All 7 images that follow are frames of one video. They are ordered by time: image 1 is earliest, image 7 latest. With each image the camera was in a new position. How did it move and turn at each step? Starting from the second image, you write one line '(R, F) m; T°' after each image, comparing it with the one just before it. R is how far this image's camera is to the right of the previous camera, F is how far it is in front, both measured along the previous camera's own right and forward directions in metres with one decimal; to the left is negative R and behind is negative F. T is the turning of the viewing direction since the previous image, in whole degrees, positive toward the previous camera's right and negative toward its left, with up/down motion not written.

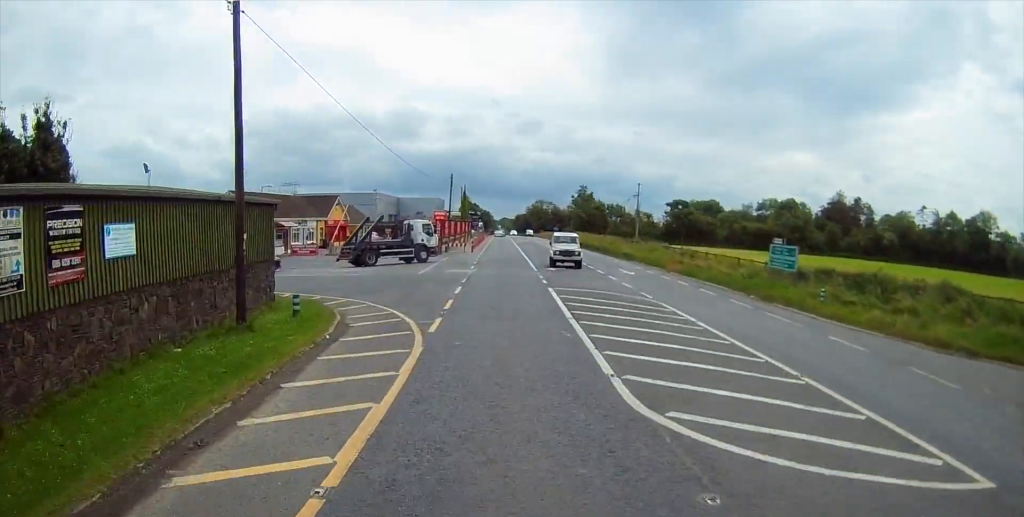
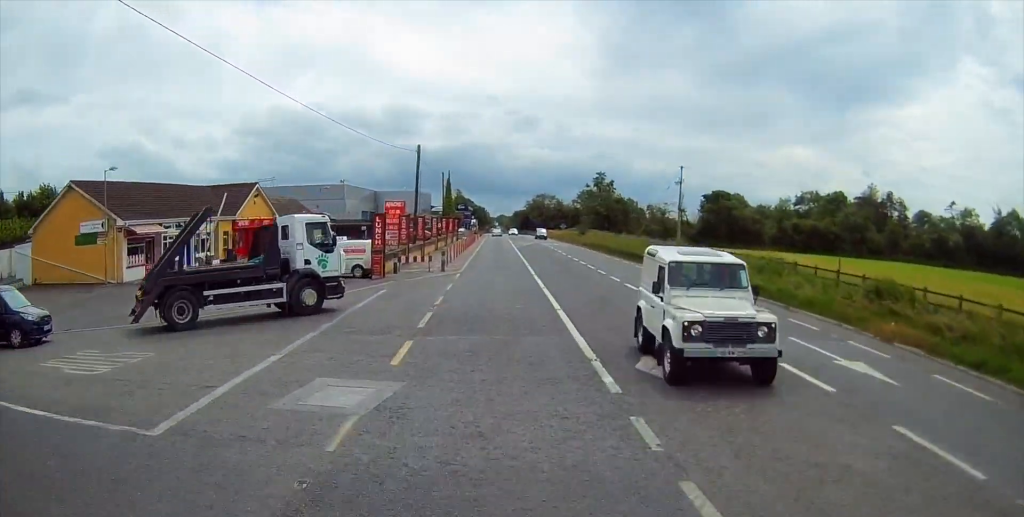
(-0.5, +25.6) m; 0°
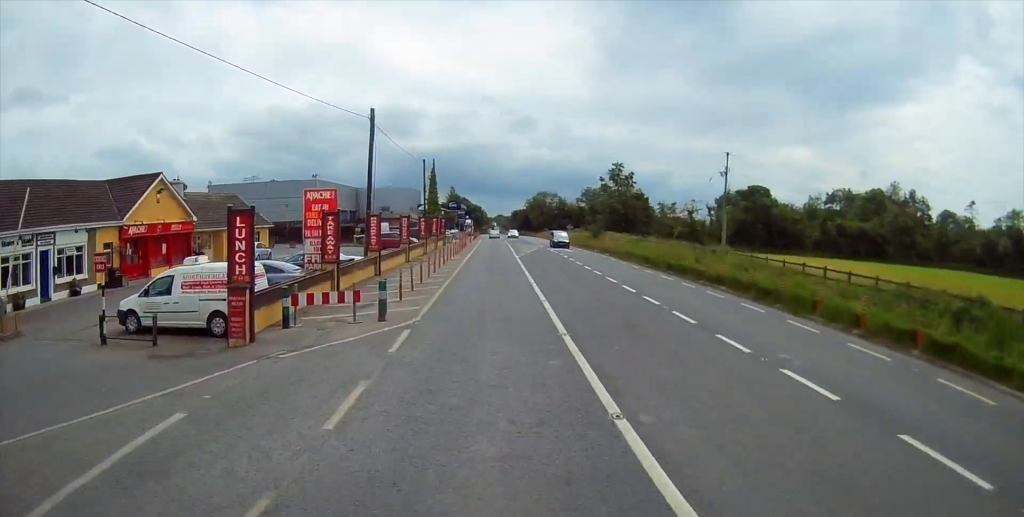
(+0.2, +16.1) m; +1°
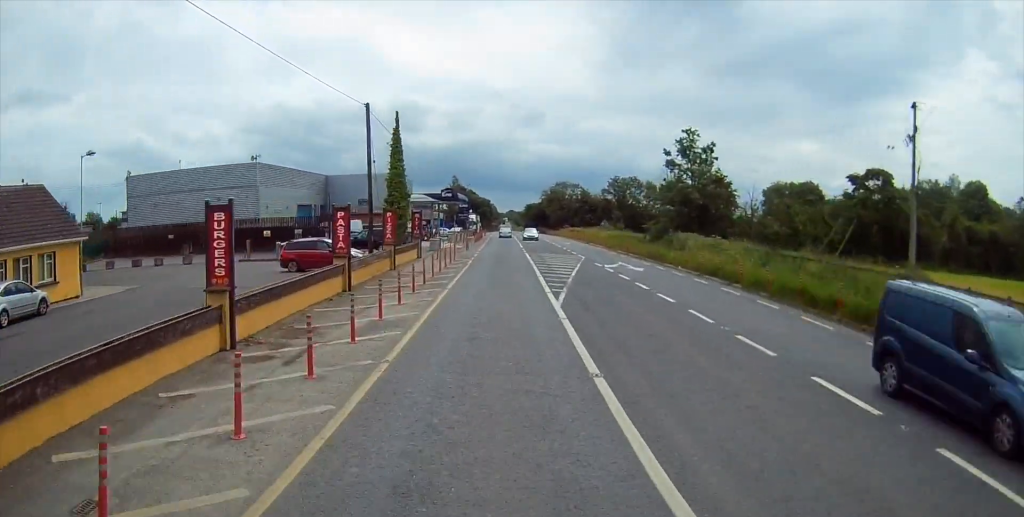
(+0.1, +28.7) m; 0°
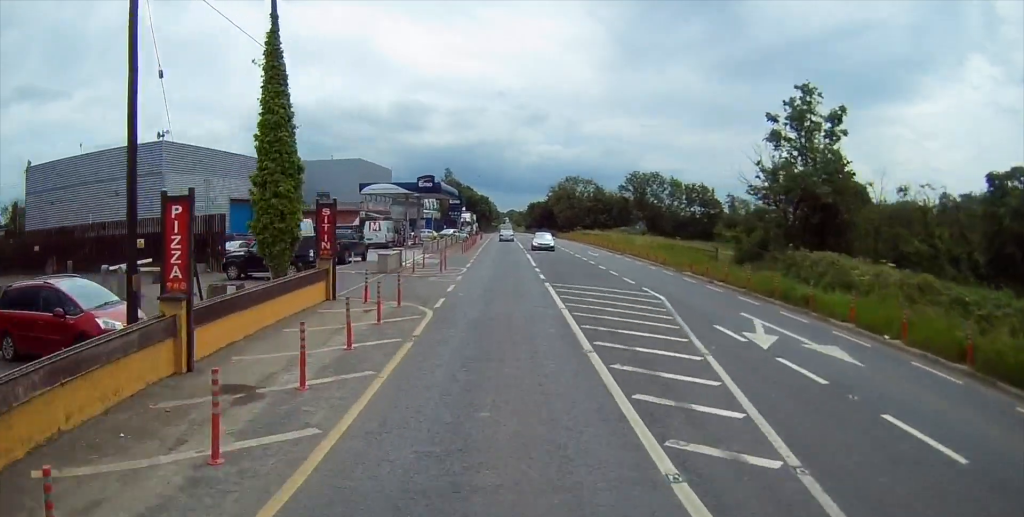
(-0.1, +22.5) m; -1°
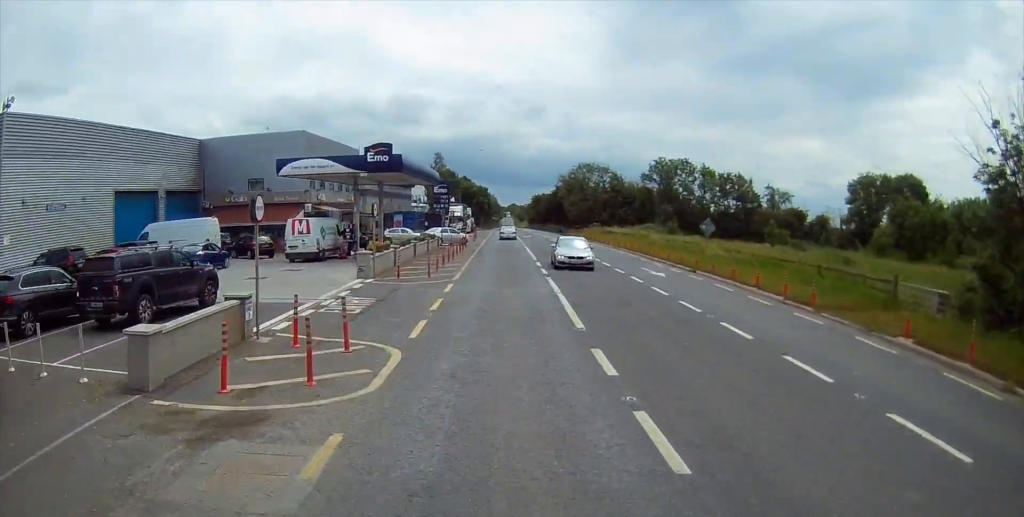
(-0.2, +21.9) m; 0°
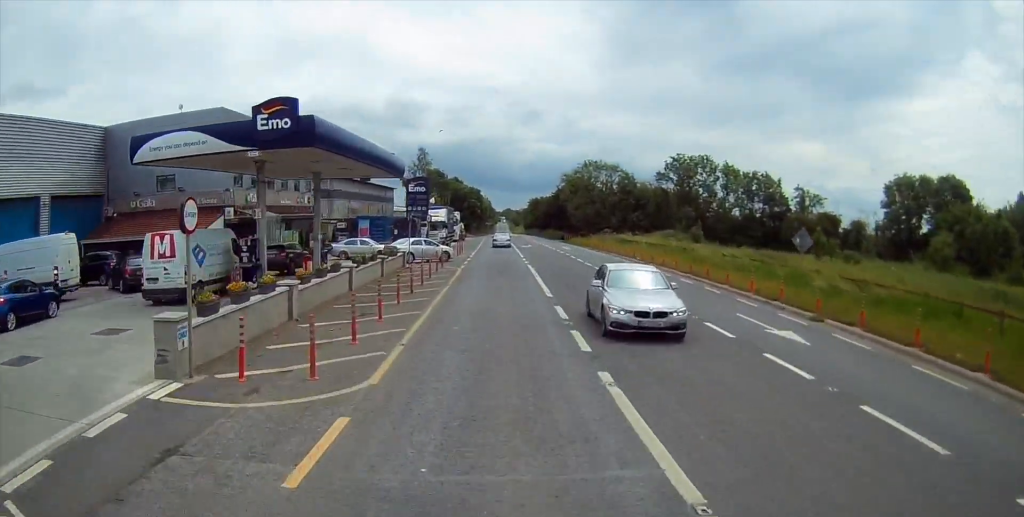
(0.0, +15.8) m; 0°
